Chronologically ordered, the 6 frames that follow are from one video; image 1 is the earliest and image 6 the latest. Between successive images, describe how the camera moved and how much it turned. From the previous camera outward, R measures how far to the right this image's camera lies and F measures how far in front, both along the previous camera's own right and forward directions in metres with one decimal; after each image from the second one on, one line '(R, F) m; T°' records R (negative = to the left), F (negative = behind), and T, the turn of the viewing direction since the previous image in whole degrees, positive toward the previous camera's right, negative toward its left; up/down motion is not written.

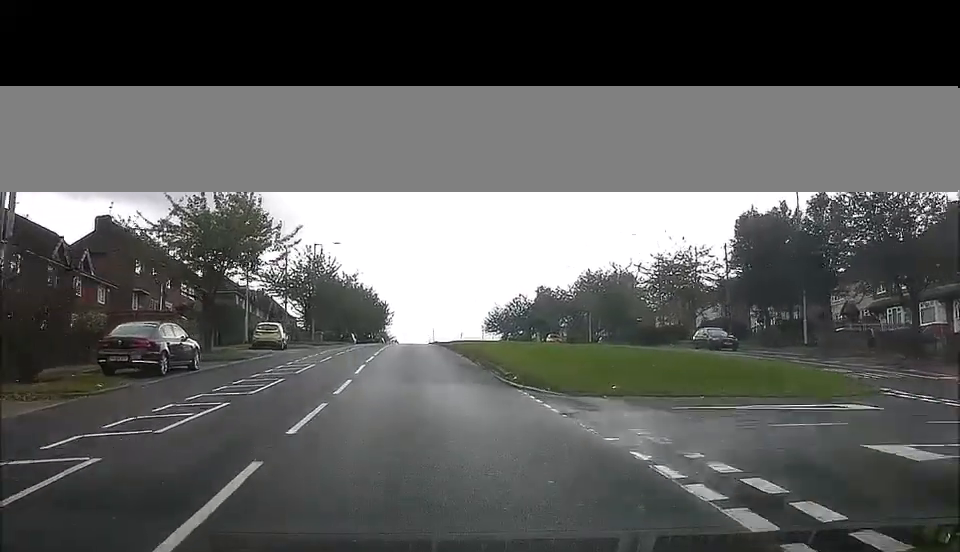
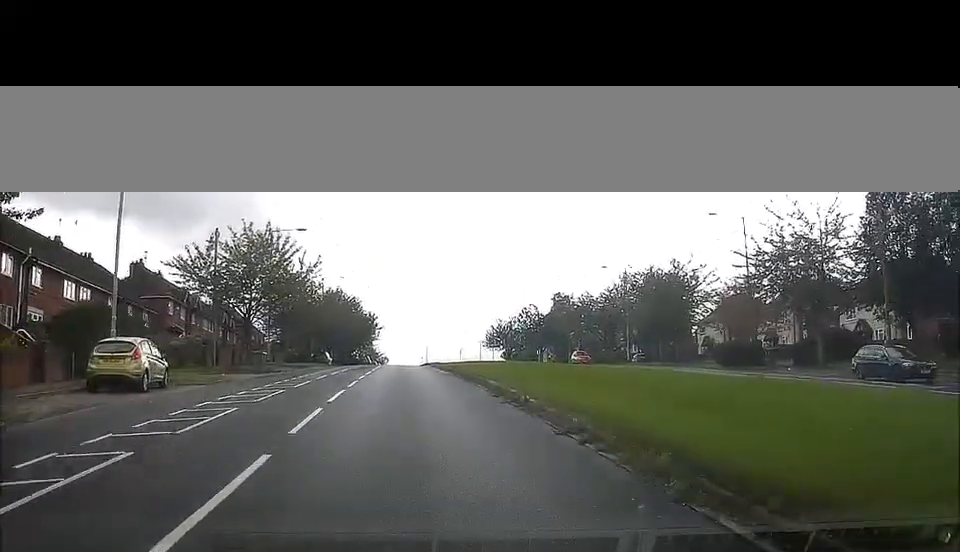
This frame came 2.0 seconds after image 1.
(-0.1, +22.9) m; -1°
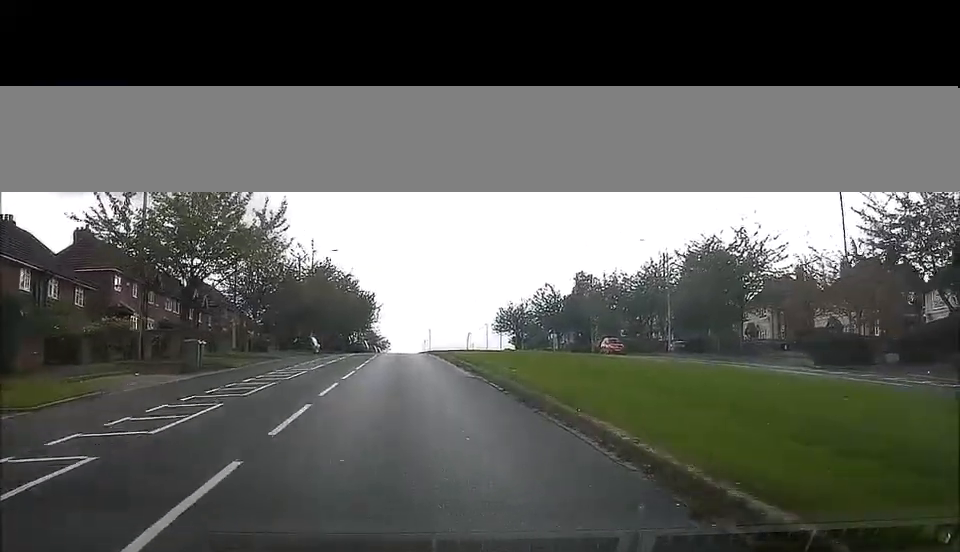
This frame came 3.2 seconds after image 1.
(0.0, +13.2) m; +1°
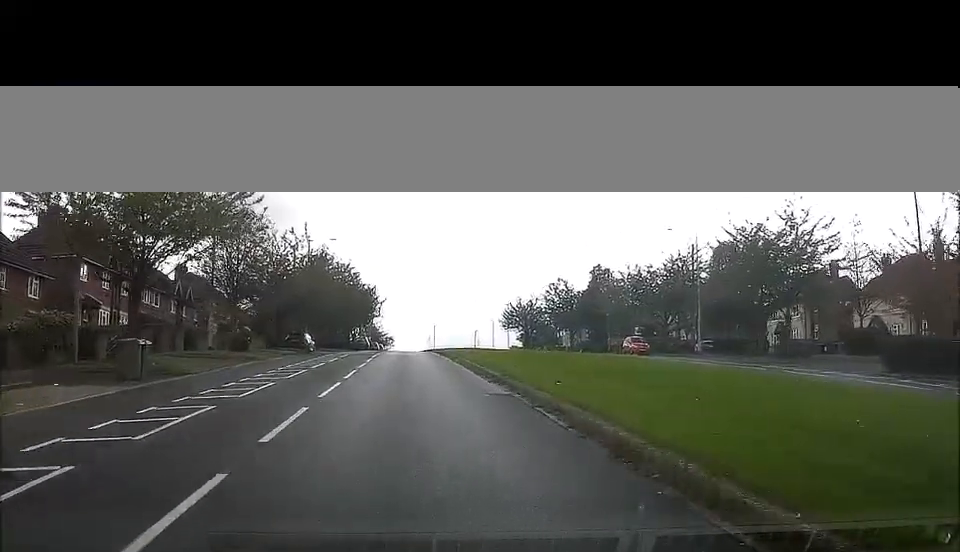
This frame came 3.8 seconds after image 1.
(+0.1, +6.7) m; 0°
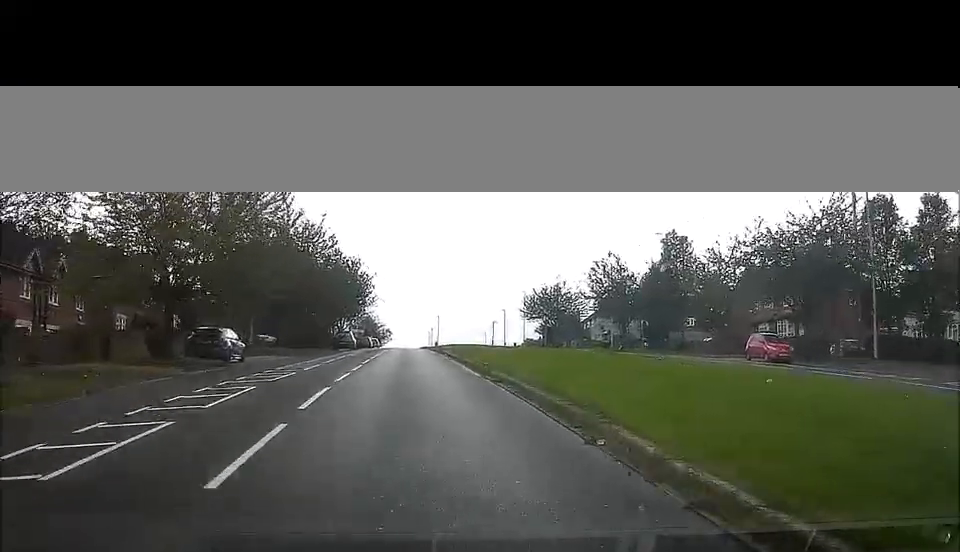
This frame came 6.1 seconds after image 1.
(-0.4, +26.2) m; 0°
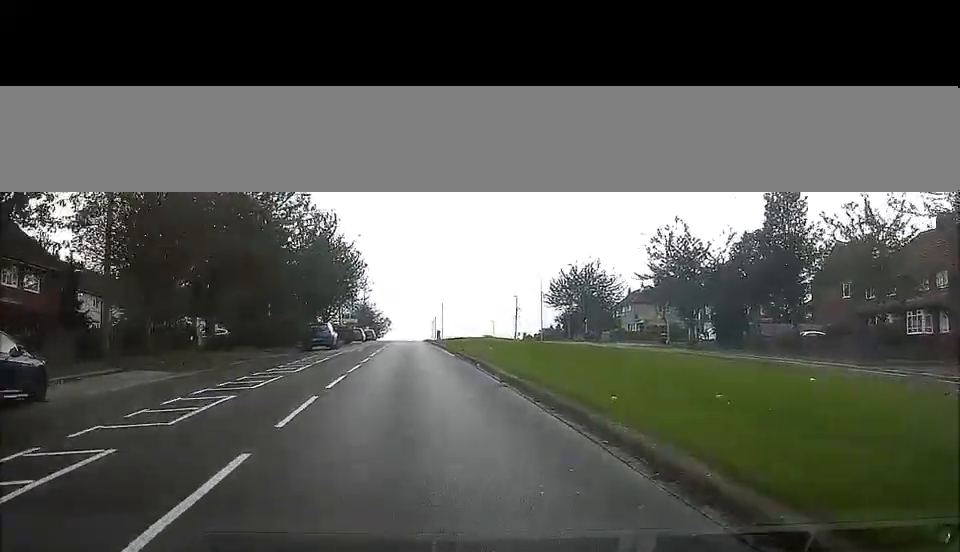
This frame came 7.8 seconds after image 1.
(+0.2, +20.0) m; +2°
